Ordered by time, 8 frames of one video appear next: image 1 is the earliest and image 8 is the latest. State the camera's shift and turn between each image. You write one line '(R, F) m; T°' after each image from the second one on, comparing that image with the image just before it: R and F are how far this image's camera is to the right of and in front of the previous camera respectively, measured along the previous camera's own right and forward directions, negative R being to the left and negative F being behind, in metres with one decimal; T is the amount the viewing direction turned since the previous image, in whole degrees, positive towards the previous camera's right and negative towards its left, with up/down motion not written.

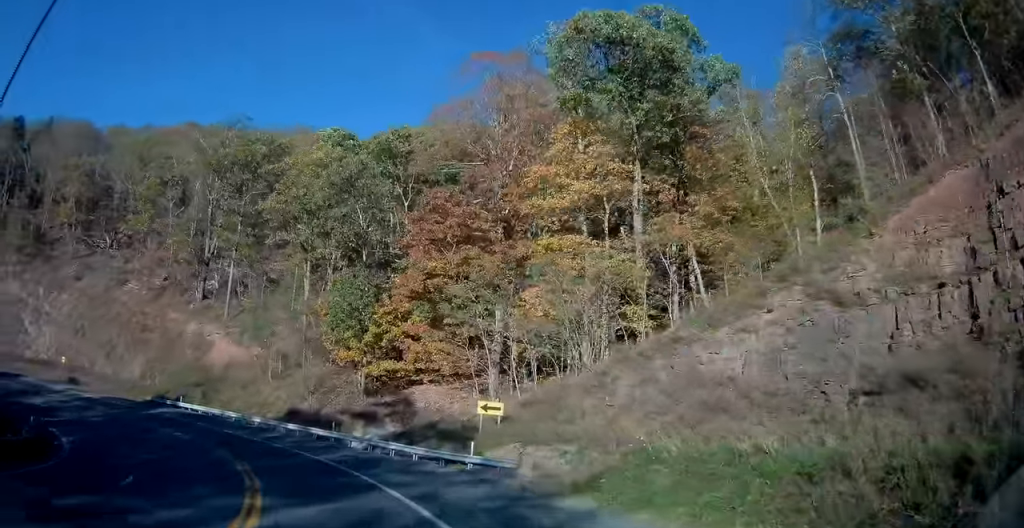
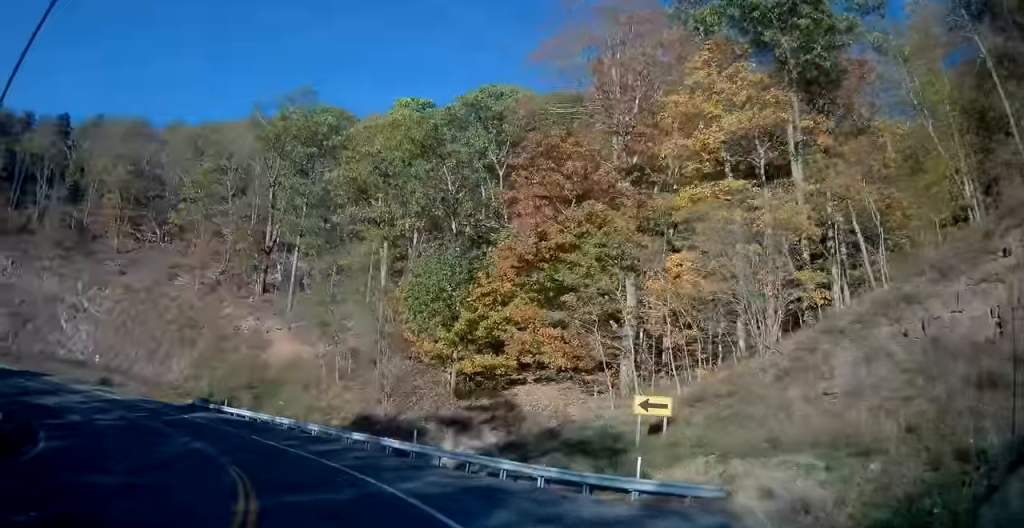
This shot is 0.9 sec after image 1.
(-0.7, +9.4) m; -8°
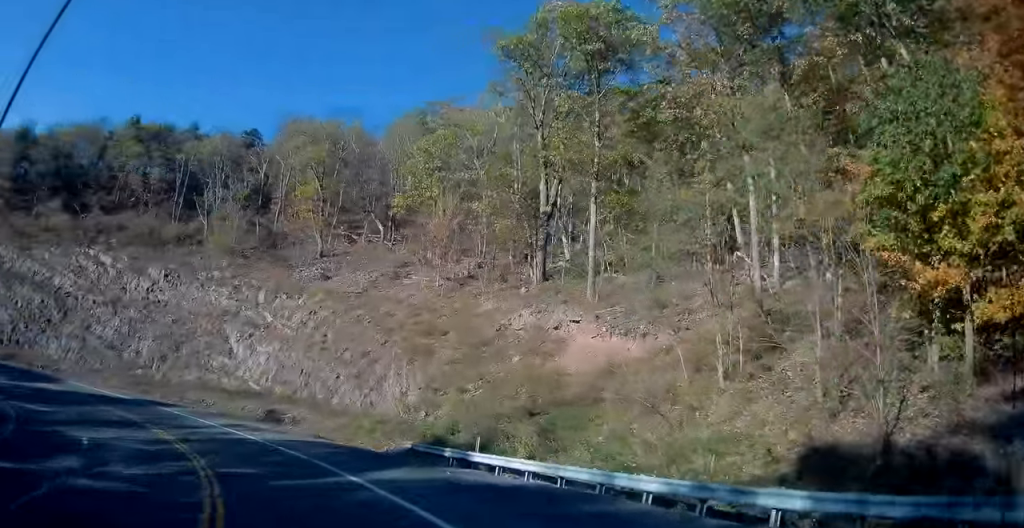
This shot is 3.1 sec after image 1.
(-4.5, +23.6) m; -25°
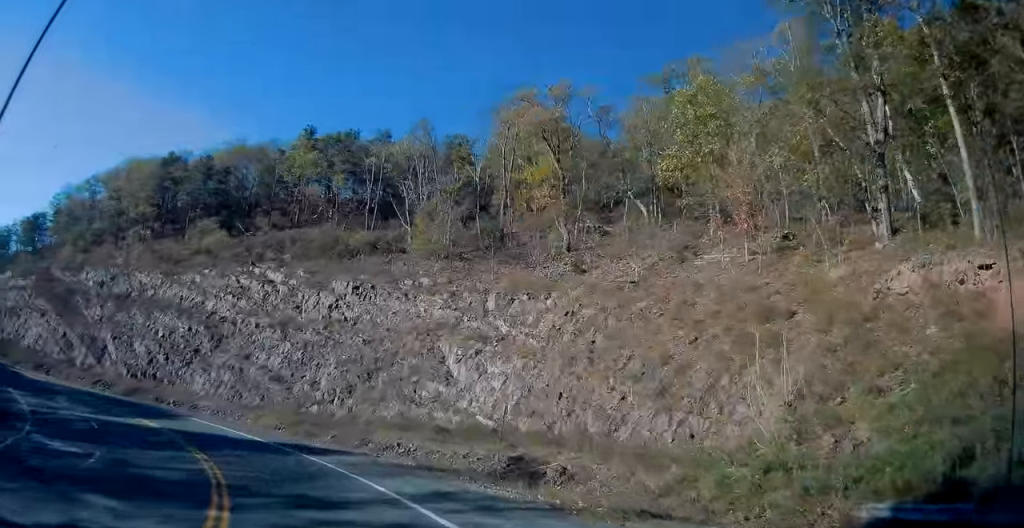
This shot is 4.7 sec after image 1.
(-3.5, +17.3) m; -22°
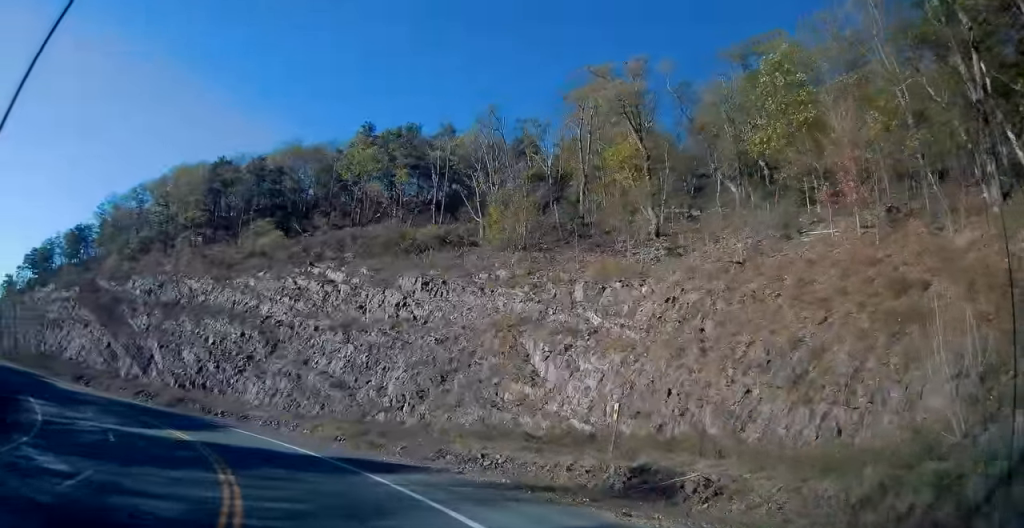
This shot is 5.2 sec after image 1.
(0.0, +5.1) m; -6°
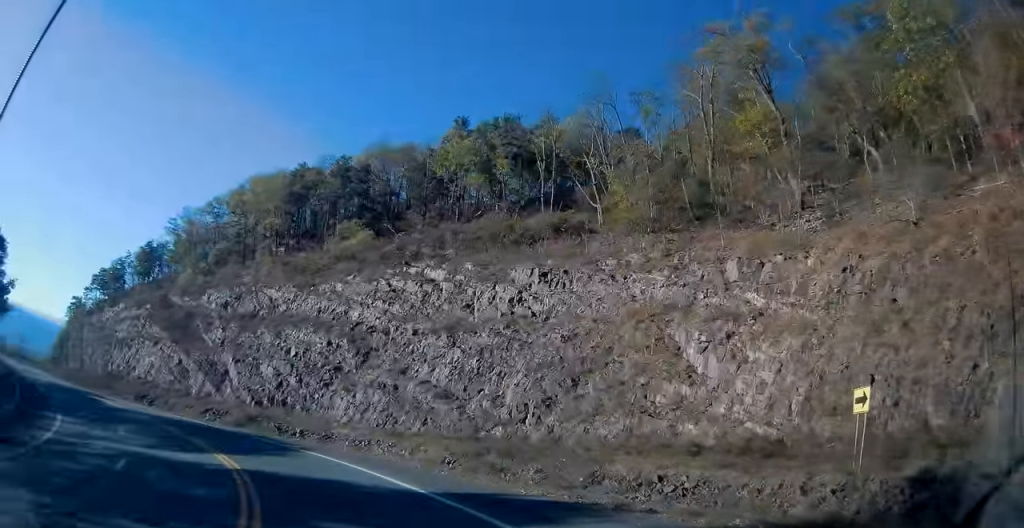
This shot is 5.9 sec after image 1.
(-0.9, +7.7) m; -10°
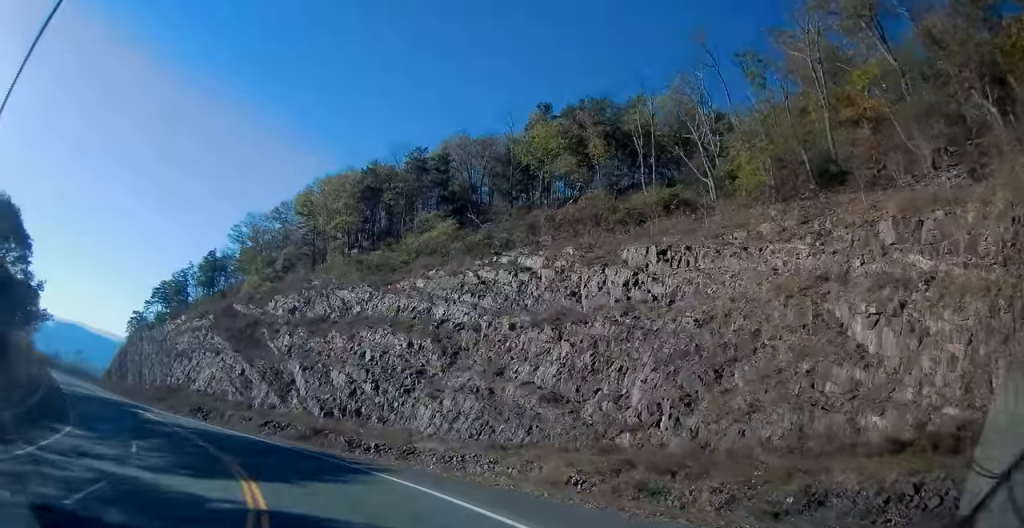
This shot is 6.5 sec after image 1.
(-0.5, +7.1) m; -10°
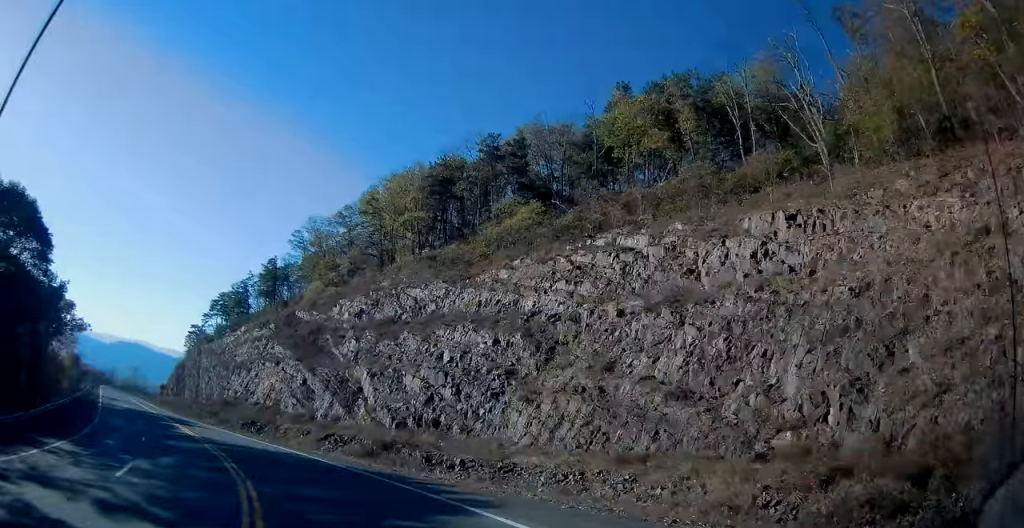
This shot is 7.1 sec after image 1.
(-0.3, +7.0) m; -10°
